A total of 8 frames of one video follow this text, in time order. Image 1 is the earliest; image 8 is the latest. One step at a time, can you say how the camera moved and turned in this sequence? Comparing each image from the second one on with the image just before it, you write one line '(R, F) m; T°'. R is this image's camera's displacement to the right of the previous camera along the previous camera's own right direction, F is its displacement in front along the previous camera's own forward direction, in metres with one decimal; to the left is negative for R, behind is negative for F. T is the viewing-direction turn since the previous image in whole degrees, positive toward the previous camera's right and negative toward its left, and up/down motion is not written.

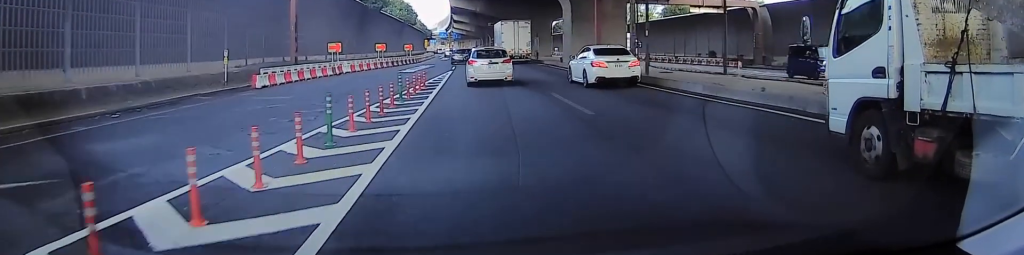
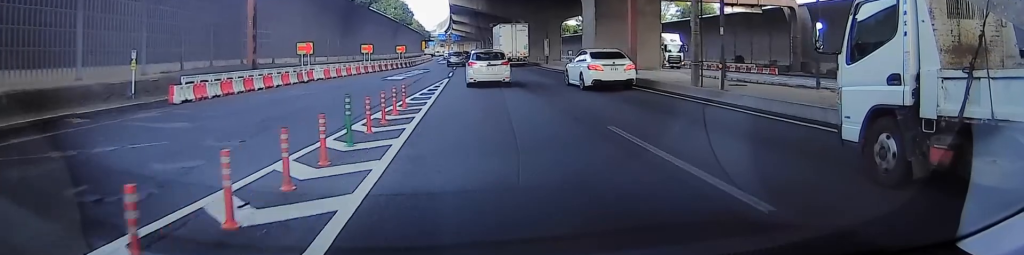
(0.0, +7.5) m; 0°
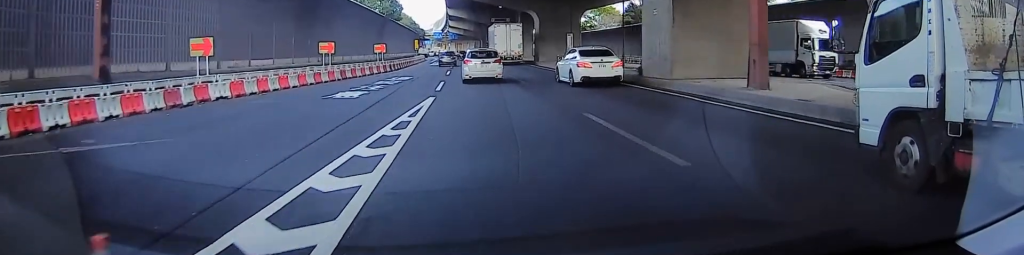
(0.0, +13.7) m; 0°
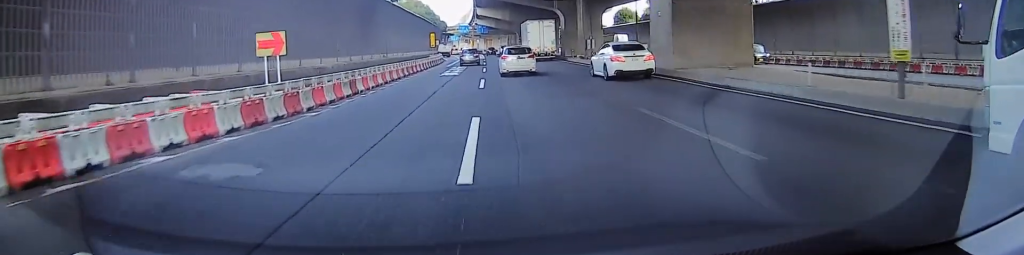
(0.0, +31.0) m; 0°
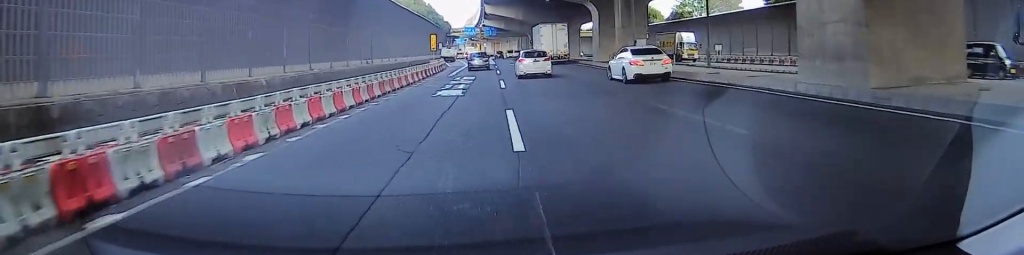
(0.0, +13.2) m; 0°
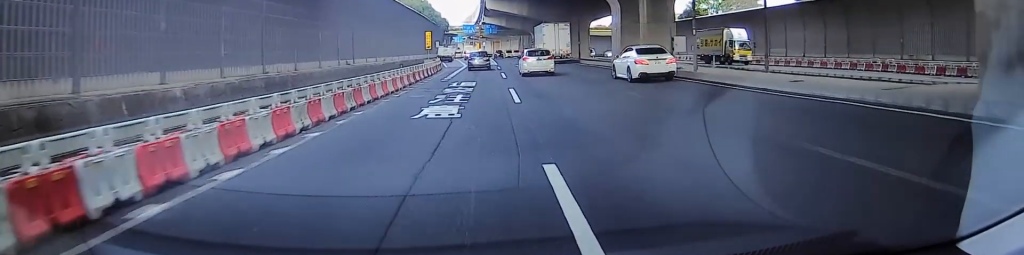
(0.0, +7.6) m; 0°
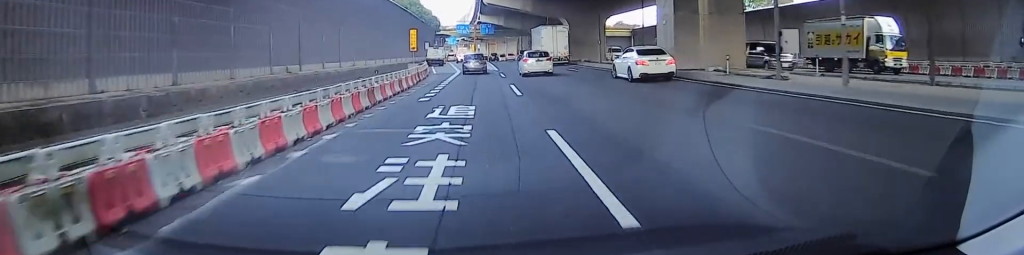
(0.0, +12.0) m; 0°
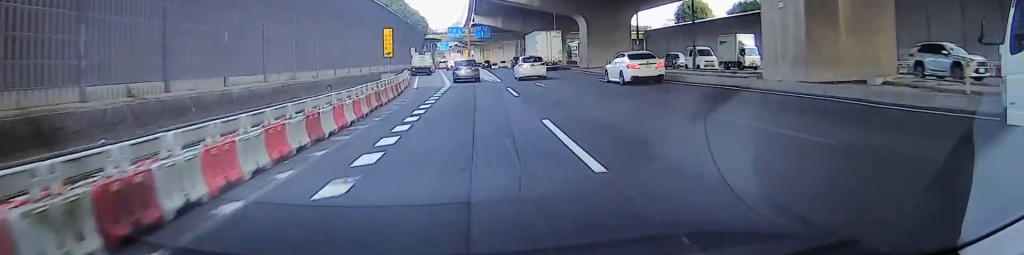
(0.0, +13.0) m; 0°
